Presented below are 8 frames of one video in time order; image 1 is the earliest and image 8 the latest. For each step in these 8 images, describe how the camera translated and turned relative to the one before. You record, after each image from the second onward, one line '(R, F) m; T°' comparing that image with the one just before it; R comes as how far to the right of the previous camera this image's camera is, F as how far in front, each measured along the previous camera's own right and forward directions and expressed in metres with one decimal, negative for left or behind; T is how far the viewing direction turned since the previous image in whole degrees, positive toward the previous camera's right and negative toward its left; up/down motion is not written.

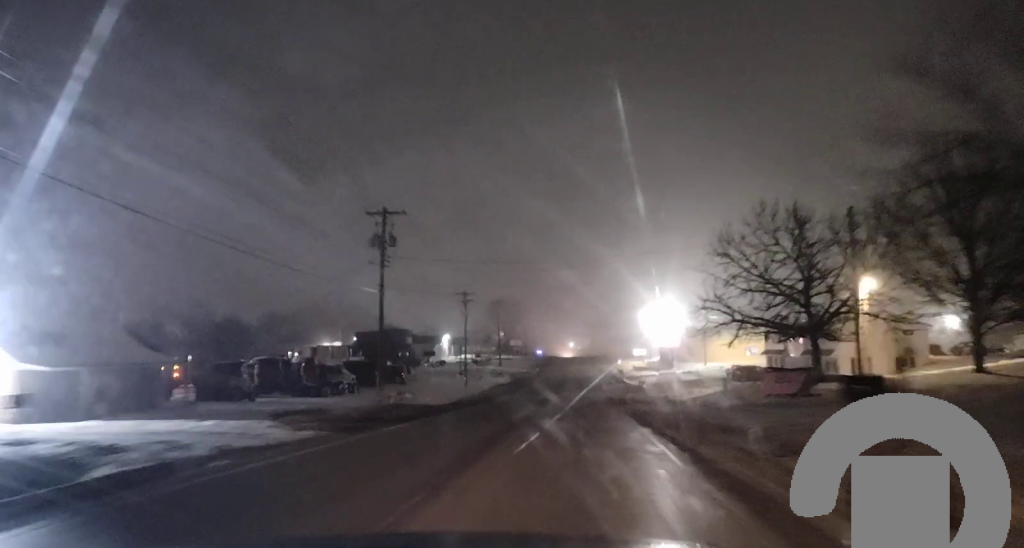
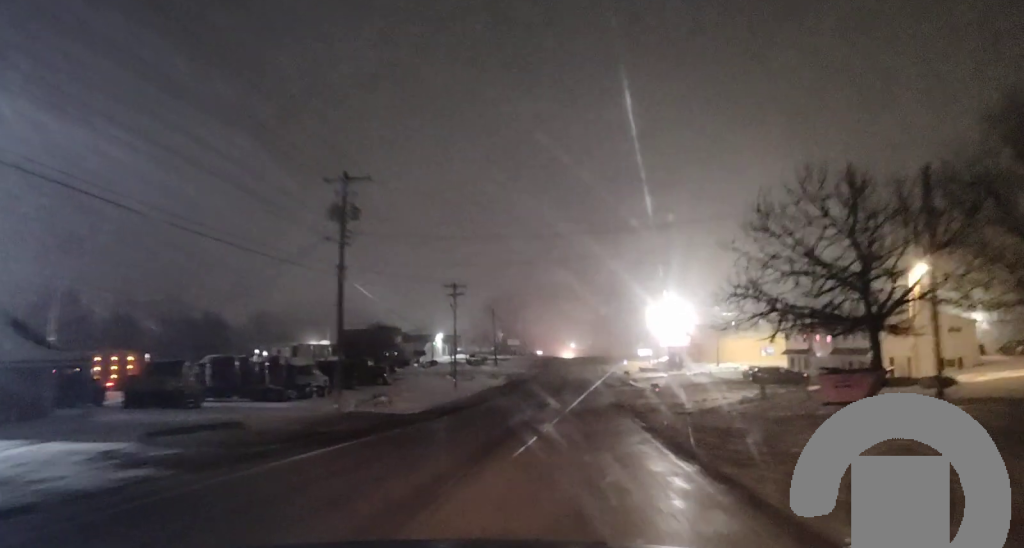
(-0.1, +9.2) m; 0°
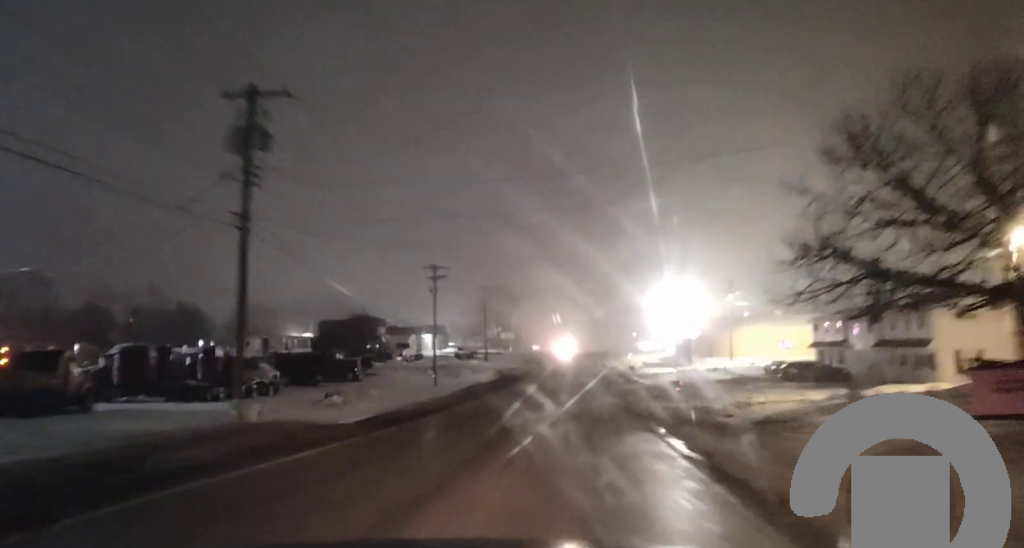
(0.0, +12.3) m; +1°
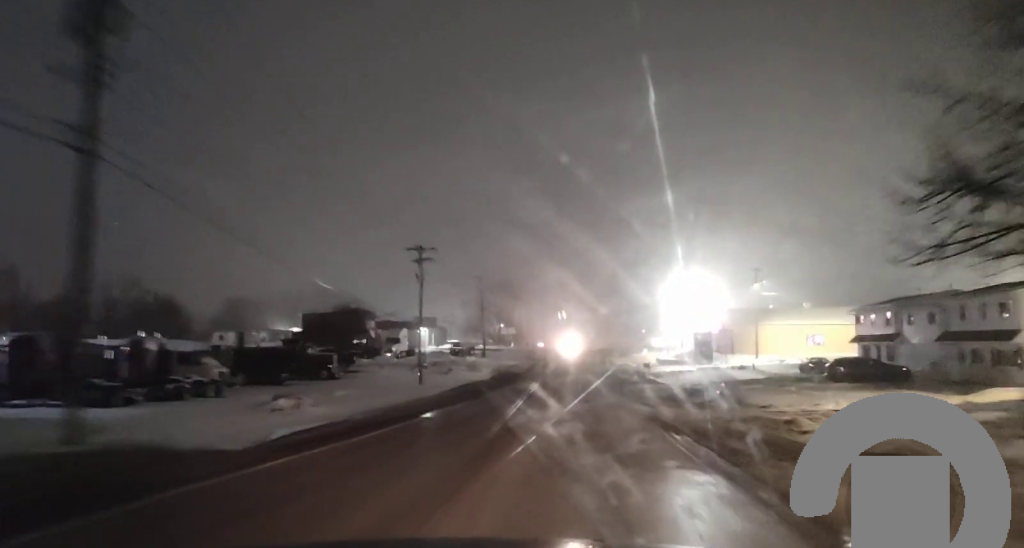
(0.0, +9.9) m; +1°
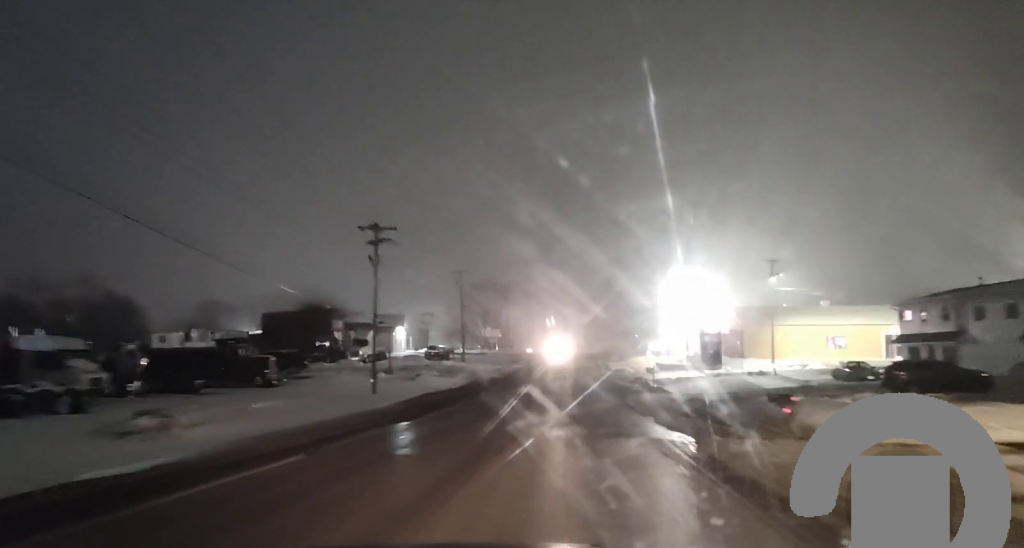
(+0.1, +11.8) m; 0°
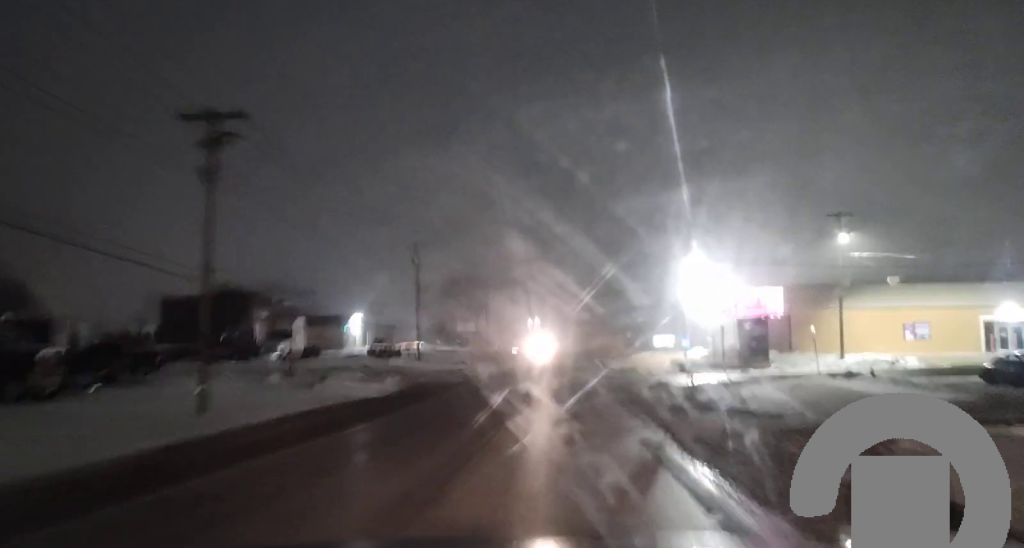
(-0.1, +23.4) m; -1°
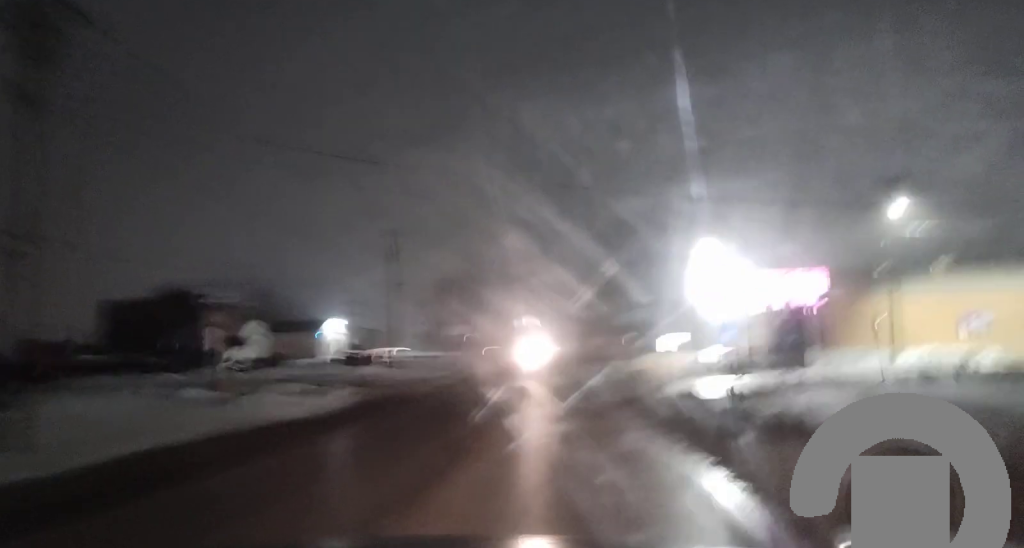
(0.0, +9.1) m; -1°
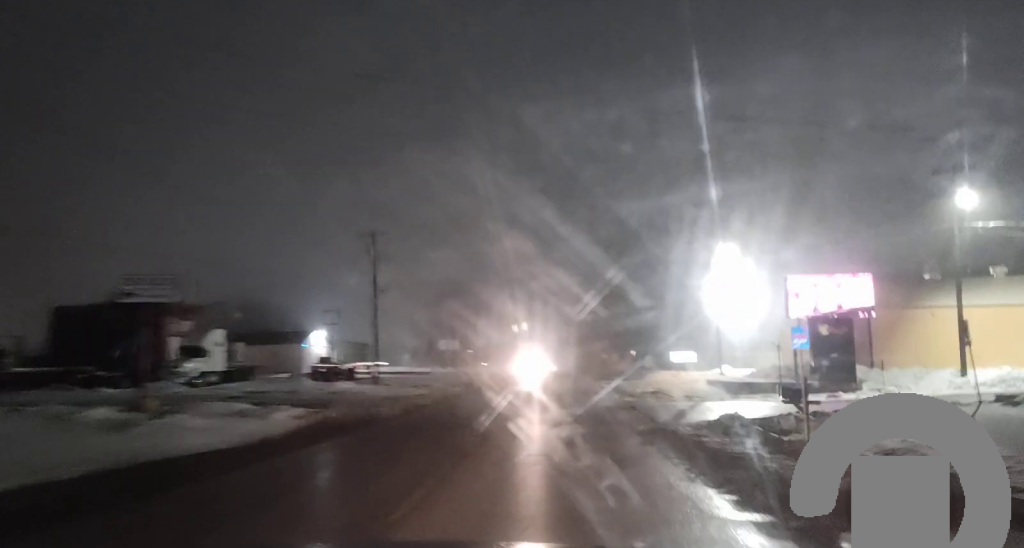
(-0.2, +7.3) m; +1°
